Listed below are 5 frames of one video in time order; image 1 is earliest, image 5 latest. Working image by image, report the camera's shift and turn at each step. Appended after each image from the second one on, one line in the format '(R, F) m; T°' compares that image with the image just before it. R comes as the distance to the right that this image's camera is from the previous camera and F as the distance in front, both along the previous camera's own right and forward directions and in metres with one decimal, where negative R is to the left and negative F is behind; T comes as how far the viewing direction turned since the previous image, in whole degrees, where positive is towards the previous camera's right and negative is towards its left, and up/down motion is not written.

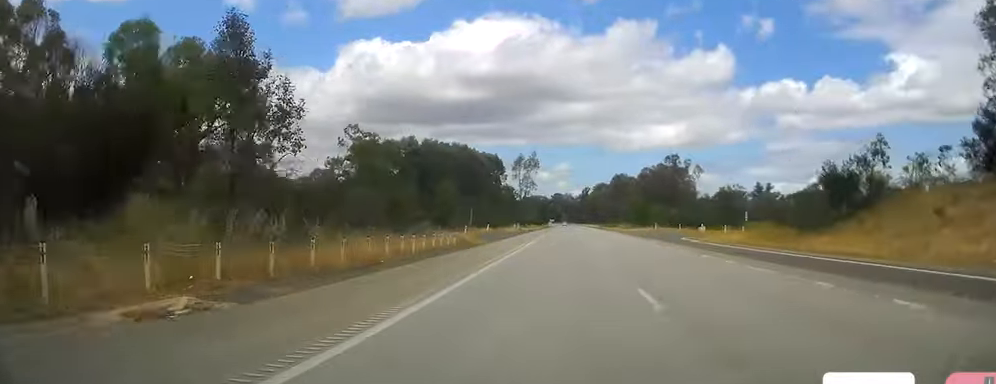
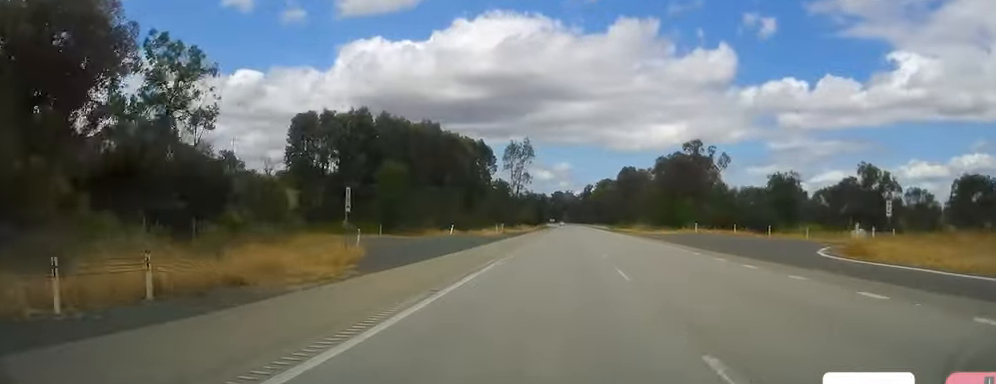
(-0.1, +30.6) m; -1°
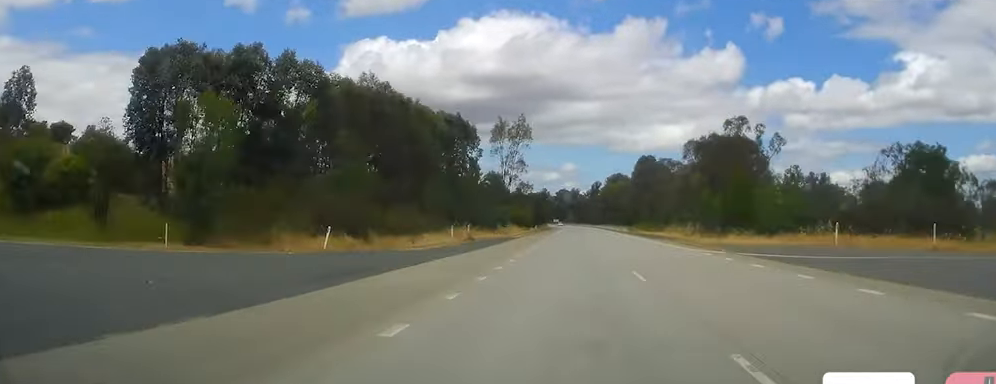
(-0.3, +35.5) m; -1°
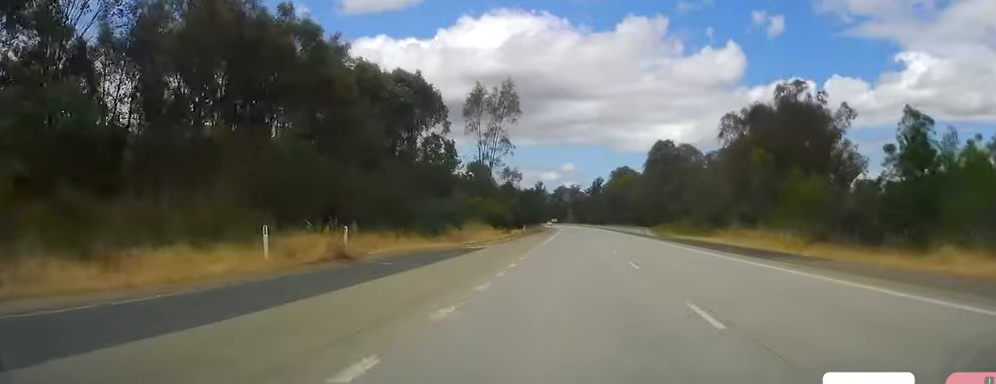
(0.0, +30.7) m; -1°
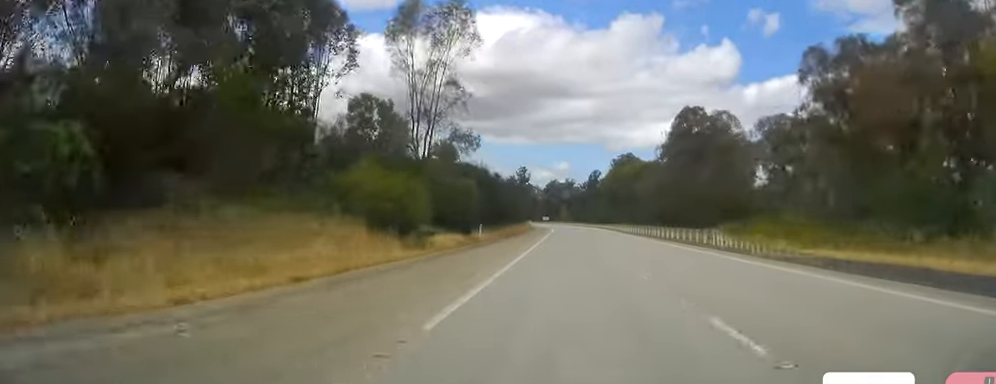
(+0.5, +37.1) m; +2°
